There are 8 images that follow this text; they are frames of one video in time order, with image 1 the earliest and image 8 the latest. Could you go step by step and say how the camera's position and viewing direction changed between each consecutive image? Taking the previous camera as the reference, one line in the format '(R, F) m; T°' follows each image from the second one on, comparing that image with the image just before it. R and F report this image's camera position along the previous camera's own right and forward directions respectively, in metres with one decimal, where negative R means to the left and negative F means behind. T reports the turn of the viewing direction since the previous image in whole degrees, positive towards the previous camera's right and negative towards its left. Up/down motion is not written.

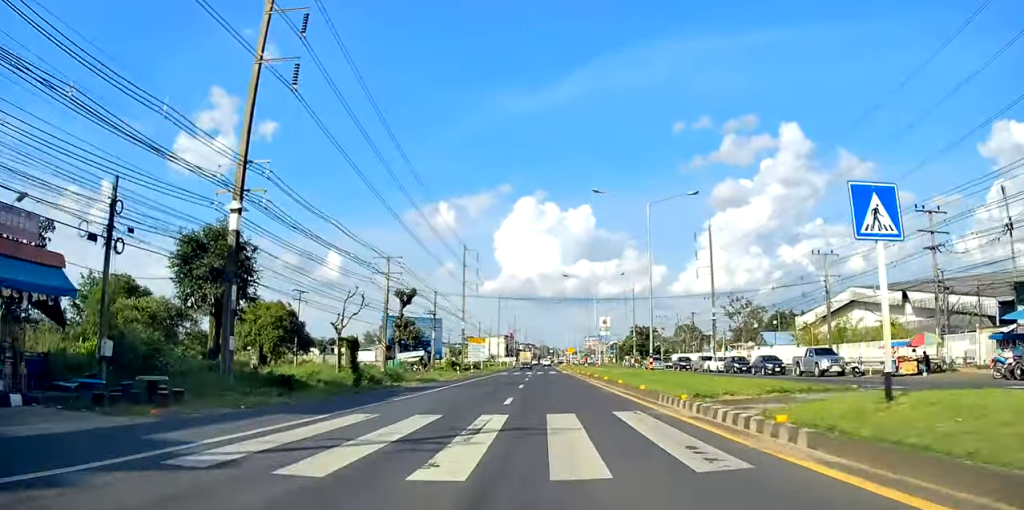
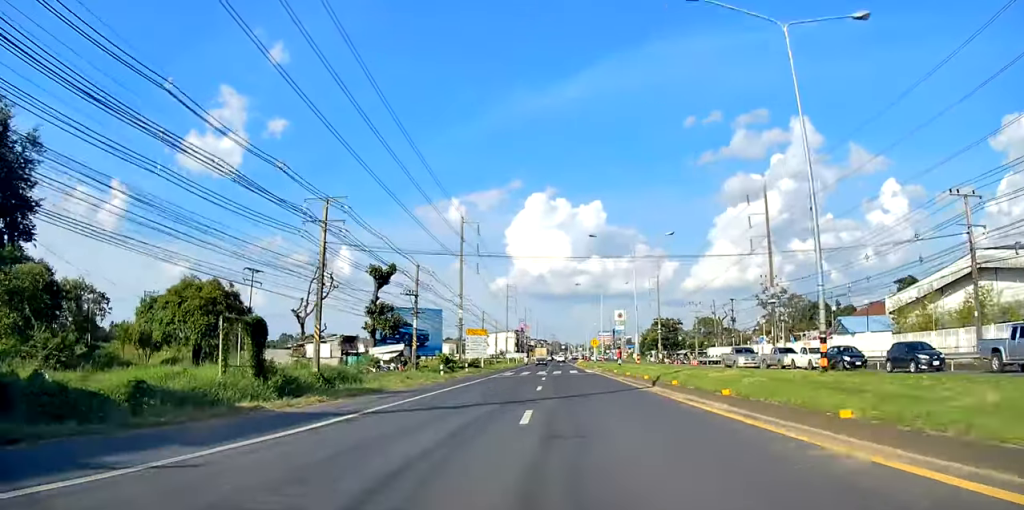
(-0.3, +18.3) m; 0°
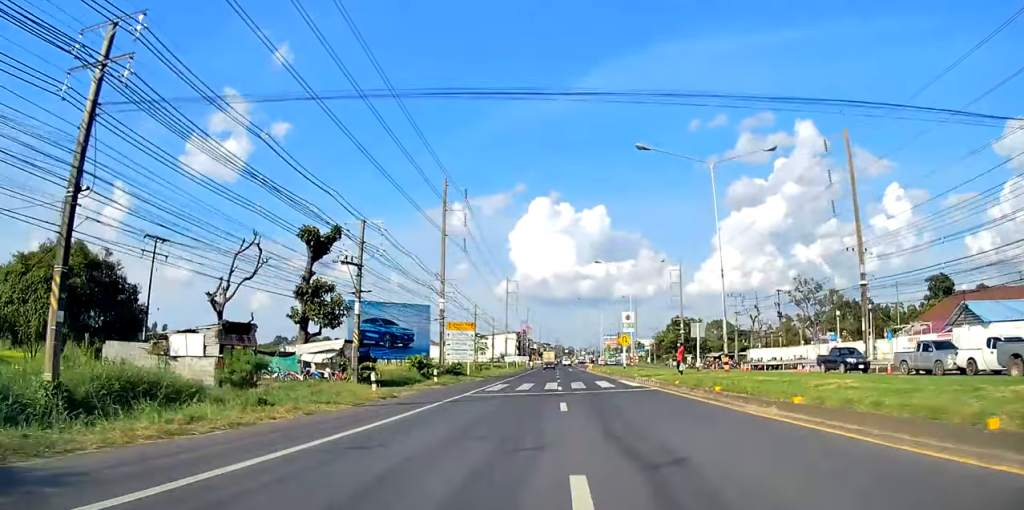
(+0.3, +19.2) m; 0°
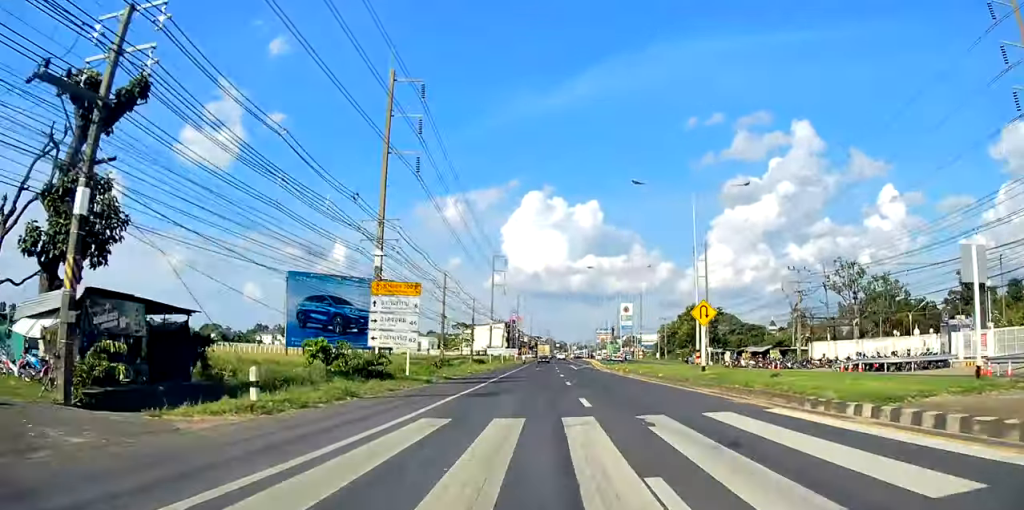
(-0.2, +24.8) m; 0°
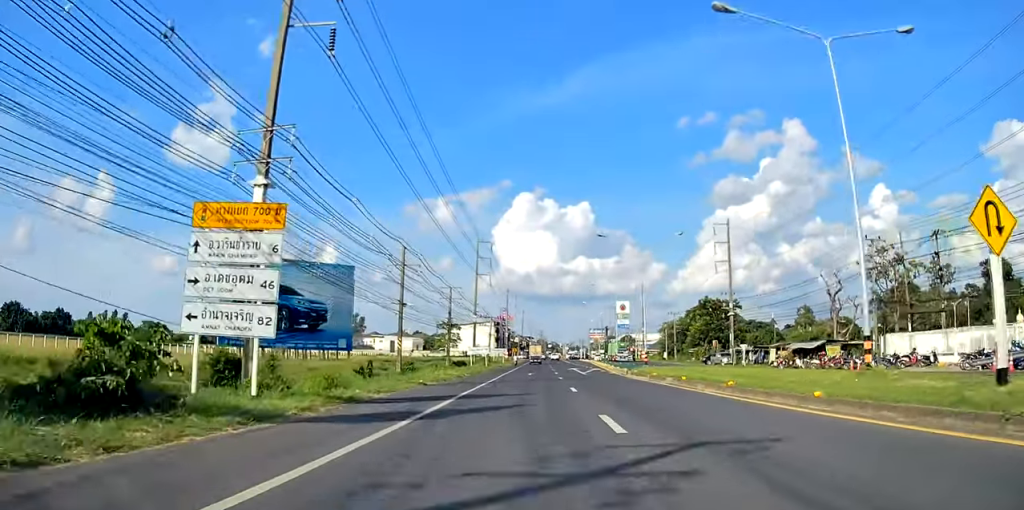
(+0.2, +18.0) m; -1°
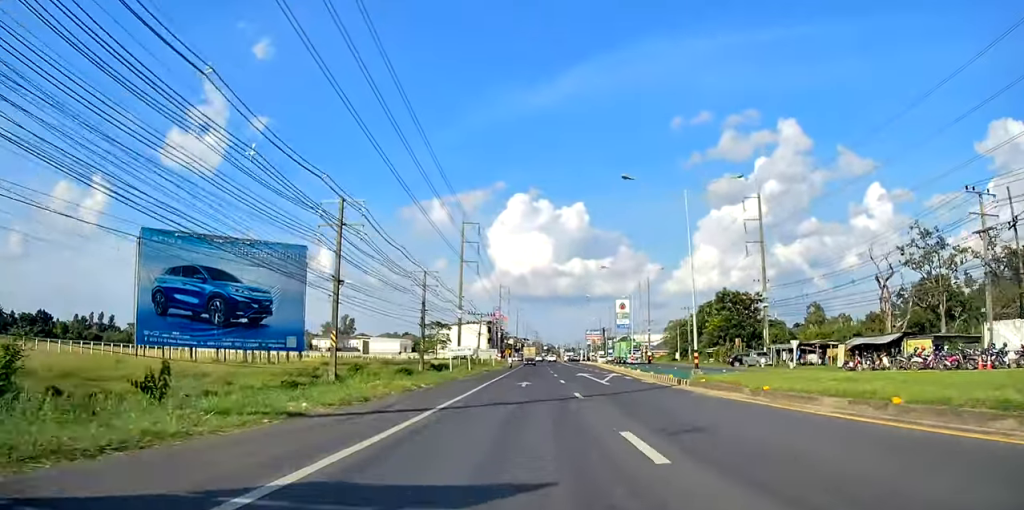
(-0.3, +14.3) m; 0°
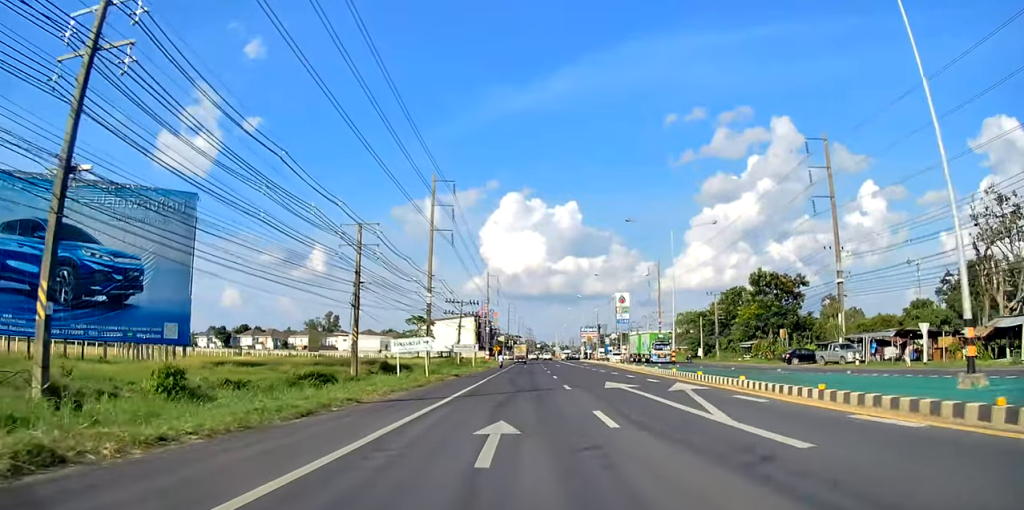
(+0.2, +21.0) m; +1°
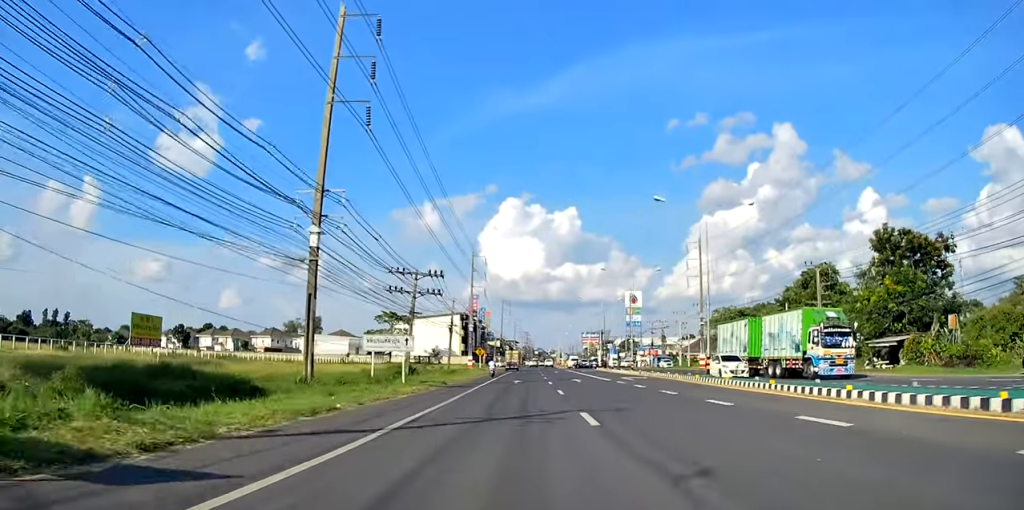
(+0.2, +33.9) m; 0°
